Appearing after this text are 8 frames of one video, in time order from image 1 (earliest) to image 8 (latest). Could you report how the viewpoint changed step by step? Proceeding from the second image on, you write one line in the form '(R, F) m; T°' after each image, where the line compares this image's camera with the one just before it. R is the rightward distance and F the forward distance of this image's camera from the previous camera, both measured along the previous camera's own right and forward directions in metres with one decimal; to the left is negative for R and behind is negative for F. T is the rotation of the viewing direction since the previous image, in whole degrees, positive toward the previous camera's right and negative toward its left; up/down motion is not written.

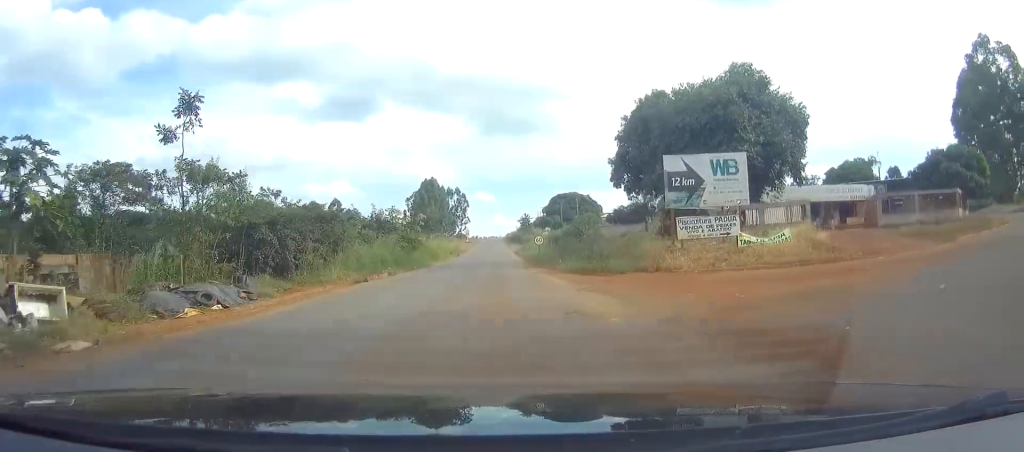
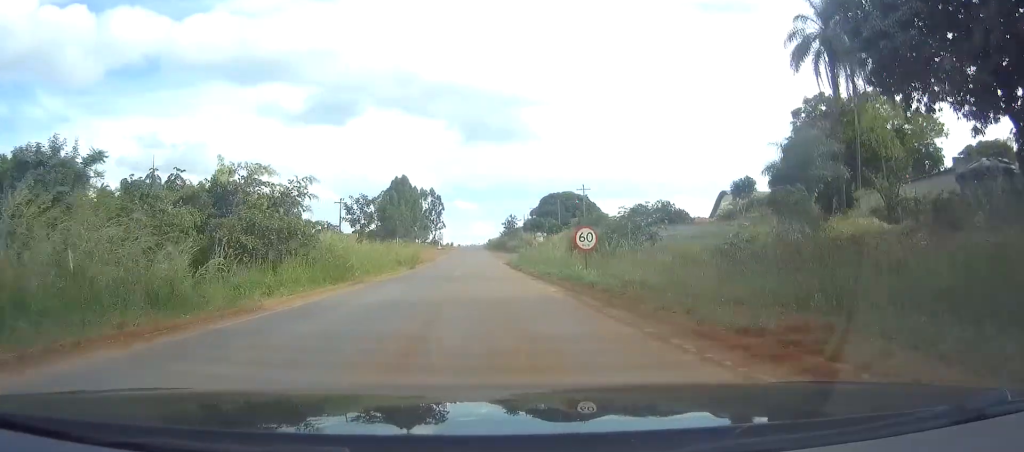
(-0.1, +40.1) m; 0°
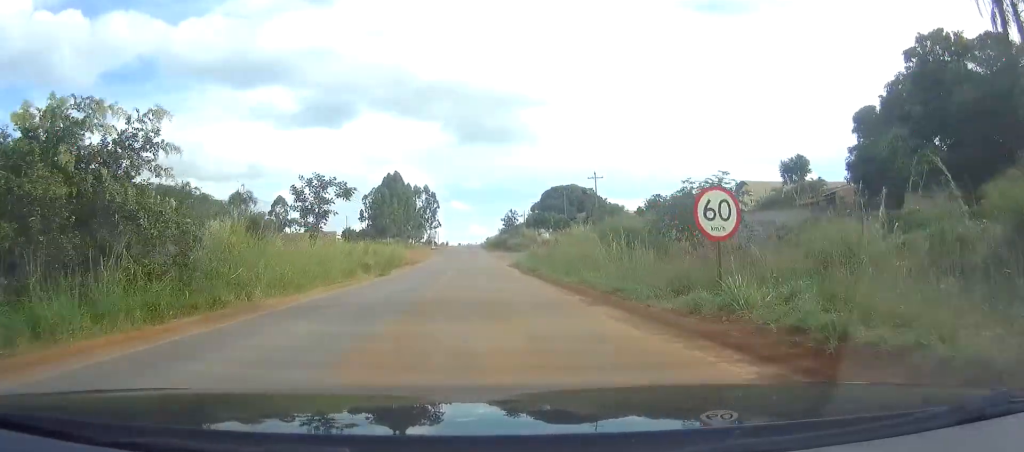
(0.0, +15.7) m; 0°
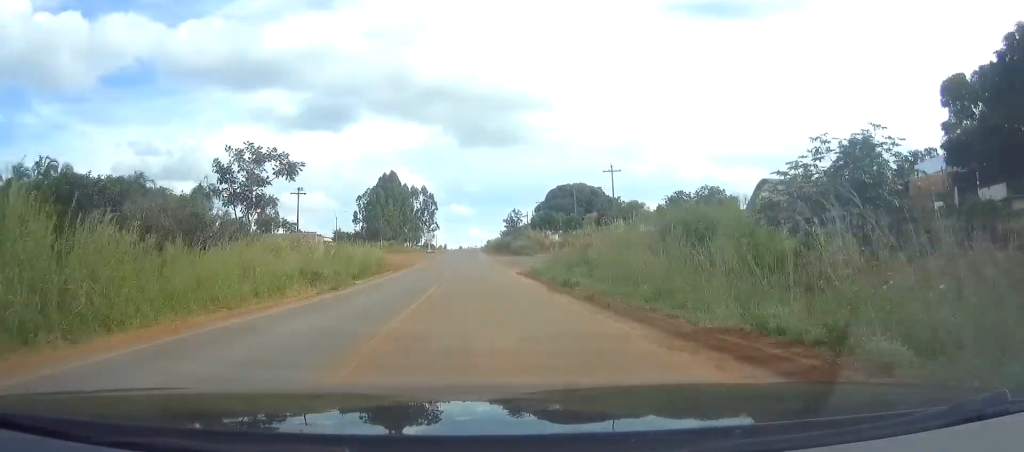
(0.0, +13.3) m; 0°
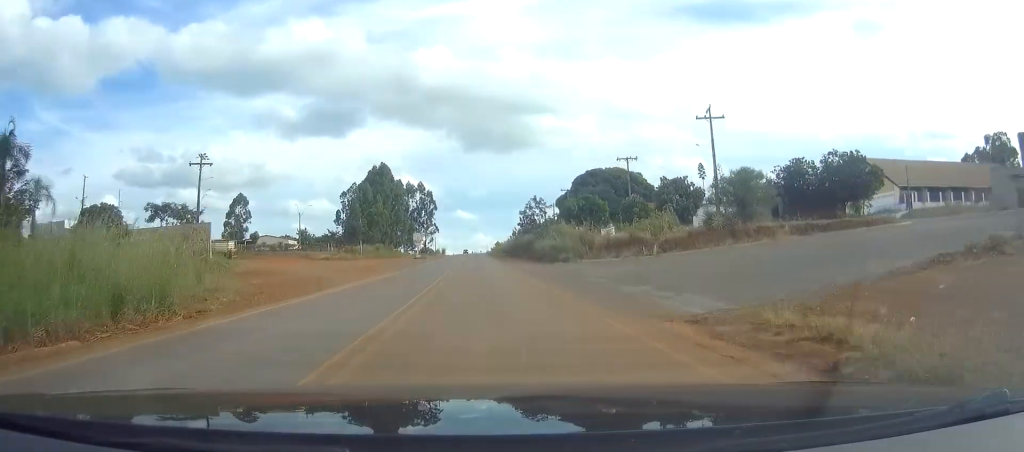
(0.0, +39.4) m; 0°
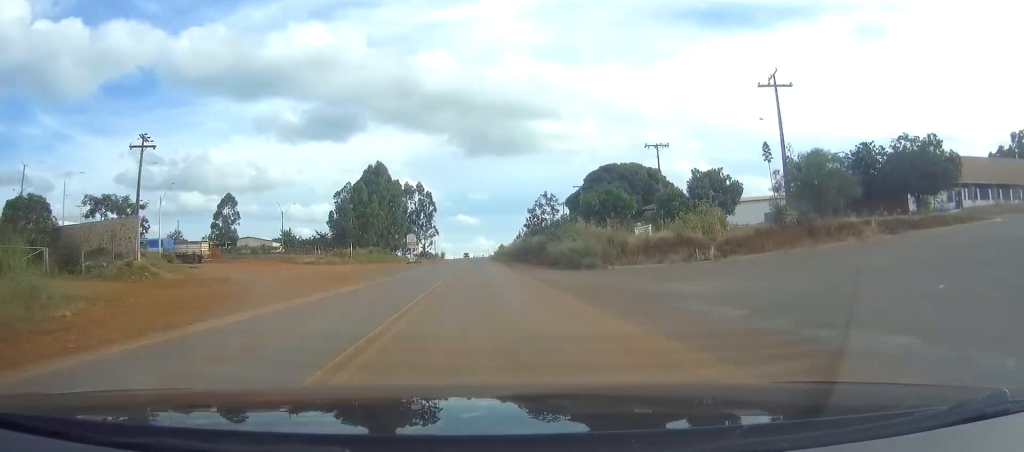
(0.0, +12.7) m; 0°
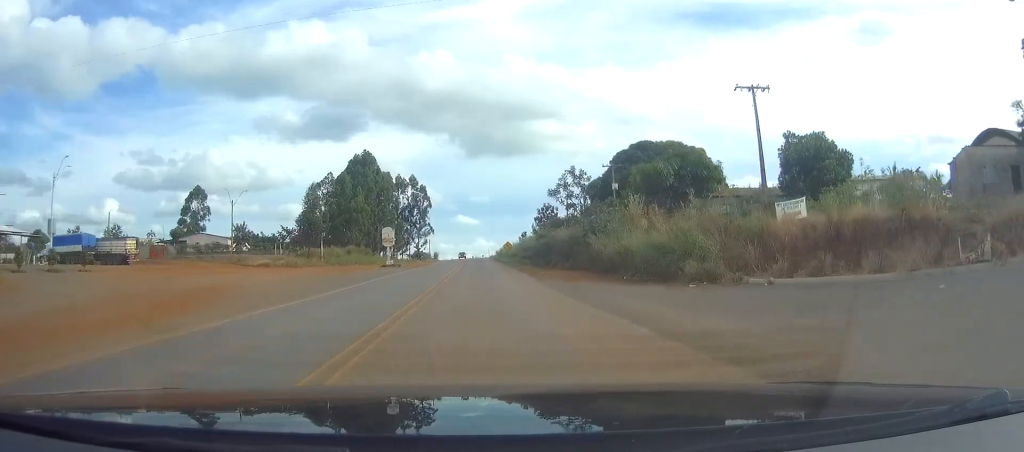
(0.0, +24.1) m; -1°
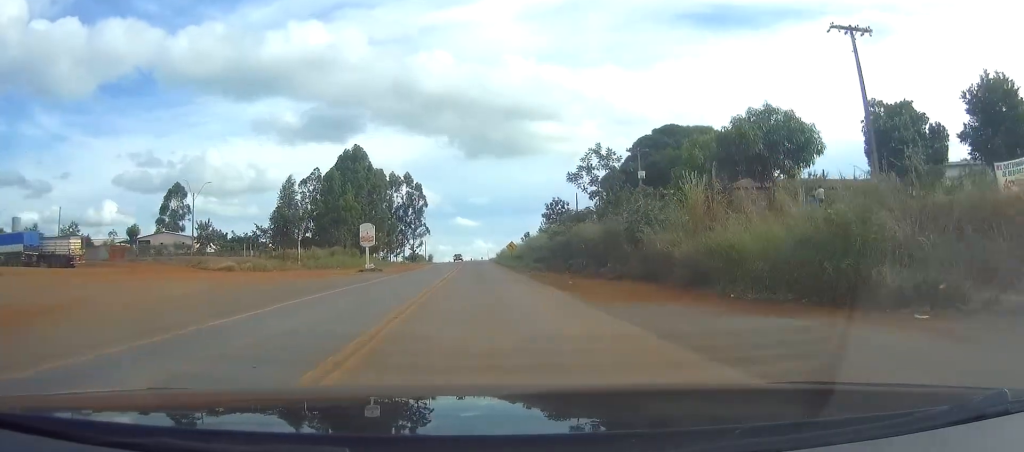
(0.0, +12.9) m; 0°
